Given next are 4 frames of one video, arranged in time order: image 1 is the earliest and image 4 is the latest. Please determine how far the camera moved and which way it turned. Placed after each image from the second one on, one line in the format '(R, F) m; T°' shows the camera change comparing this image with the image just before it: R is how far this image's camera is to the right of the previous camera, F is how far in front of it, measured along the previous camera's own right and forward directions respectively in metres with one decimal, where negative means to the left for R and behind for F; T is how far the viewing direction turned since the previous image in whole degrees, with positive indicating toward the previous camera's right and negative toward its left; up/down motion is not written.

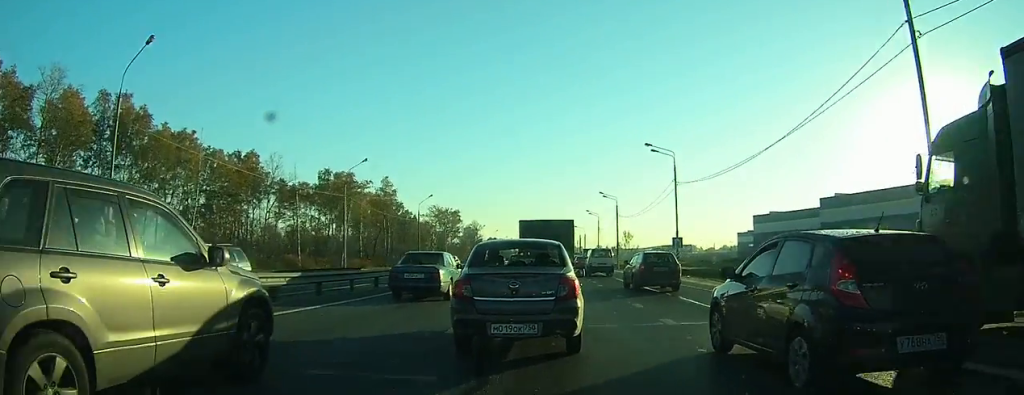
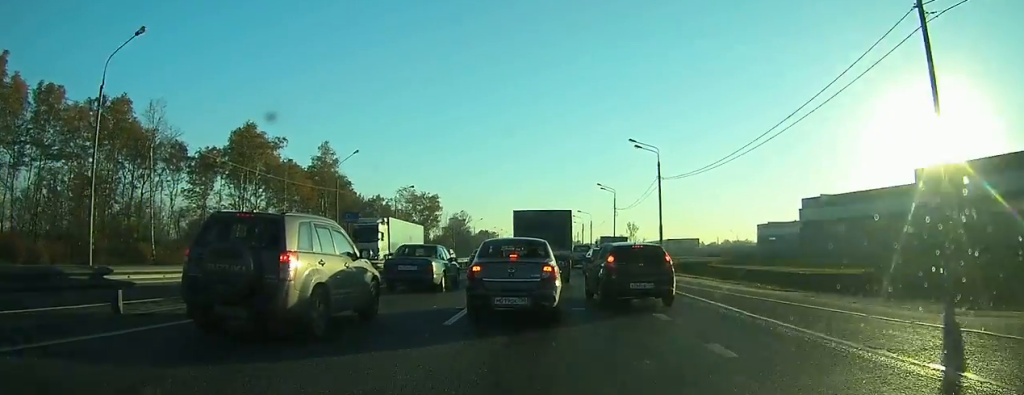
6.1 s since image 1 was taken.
(+1.0, +33.6) m; +3°
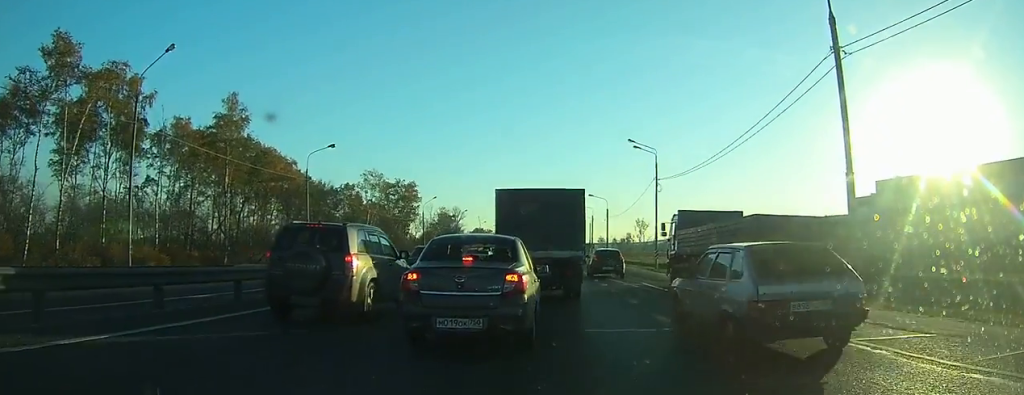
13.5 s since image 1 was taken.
(+0.5, +33.9) m; 0°
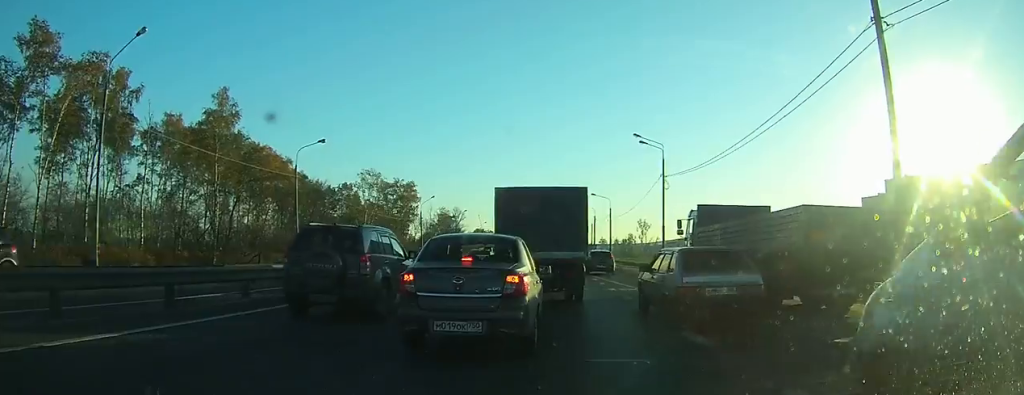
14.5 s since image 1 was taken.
(0.0, +3.1) m; 0°
